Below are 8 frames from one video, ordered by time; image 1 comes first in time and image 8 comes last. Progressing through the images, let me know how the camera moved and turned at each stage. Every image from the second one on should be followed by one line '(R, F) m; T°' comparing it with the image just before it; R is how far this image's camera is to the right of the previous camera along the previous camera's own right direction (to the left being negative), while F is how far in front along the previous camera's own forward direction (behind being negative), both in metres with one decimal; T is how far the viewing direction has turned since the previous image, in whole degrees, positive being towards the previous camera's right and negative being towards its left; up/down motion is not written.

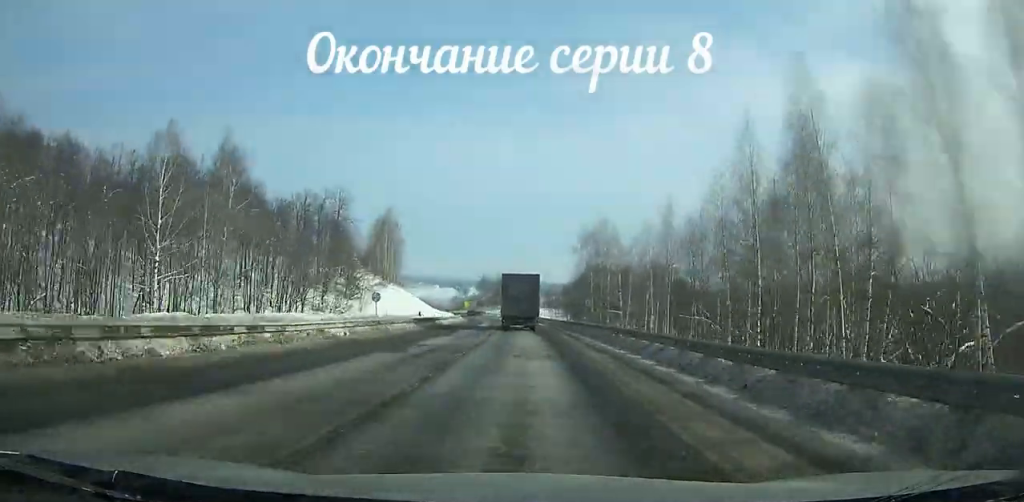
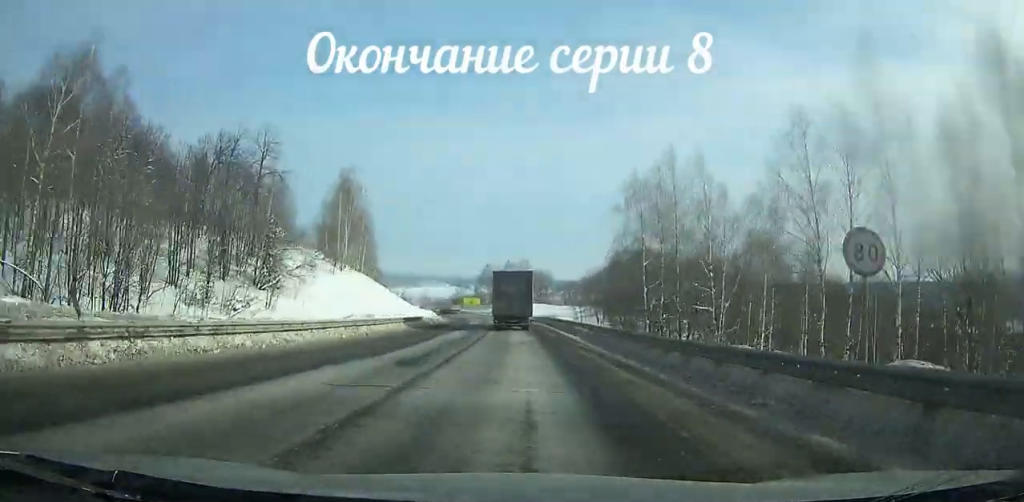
(+0.2, +33.3) m; -1°
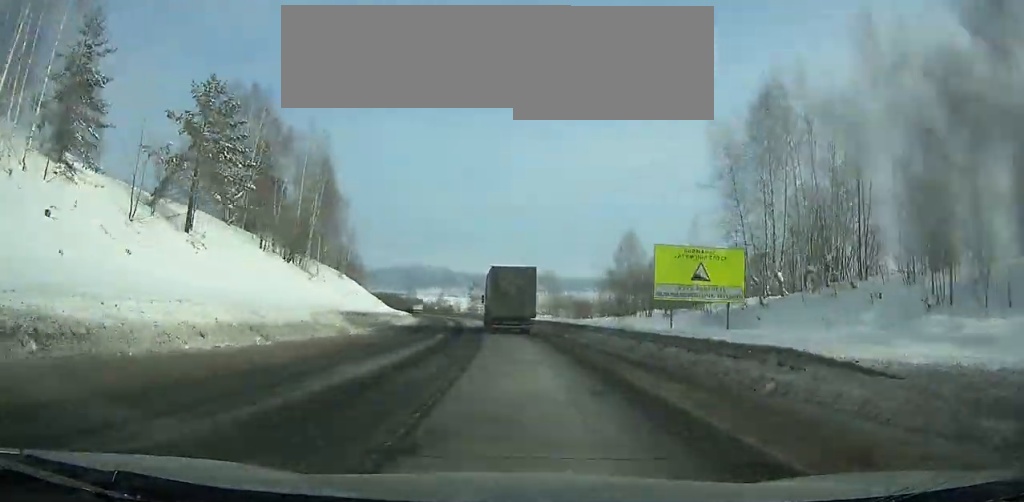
(-12.8, +133.1) m; -13°
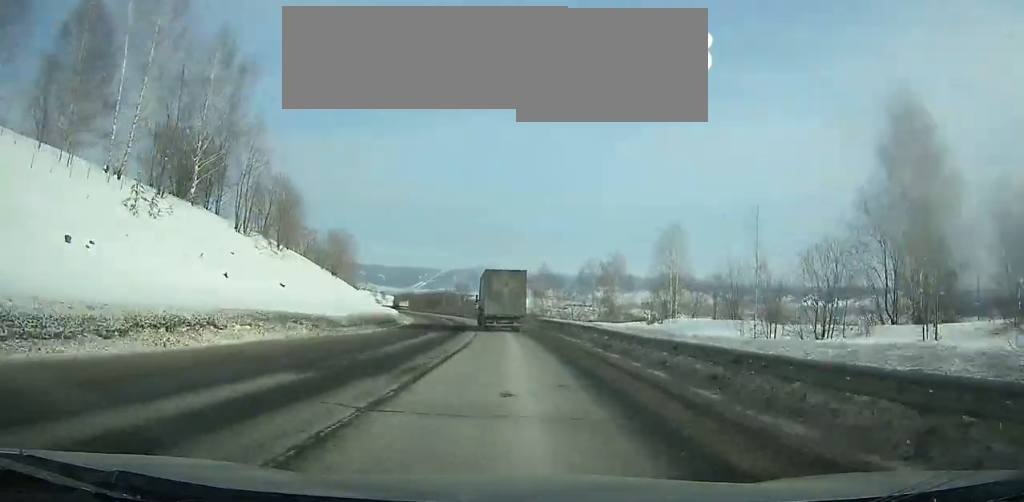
(-4.0, +66.2) m; -8°
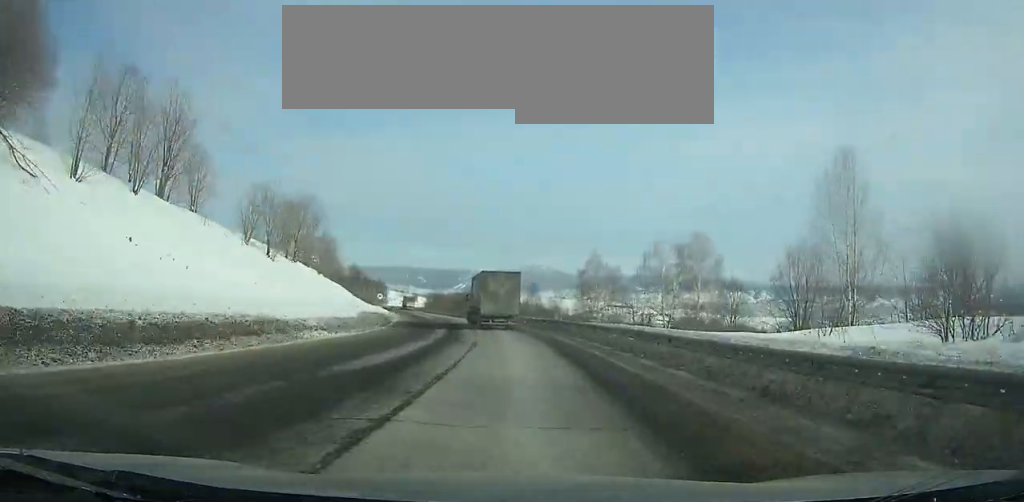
(+0.2, +34.4) m; -4°
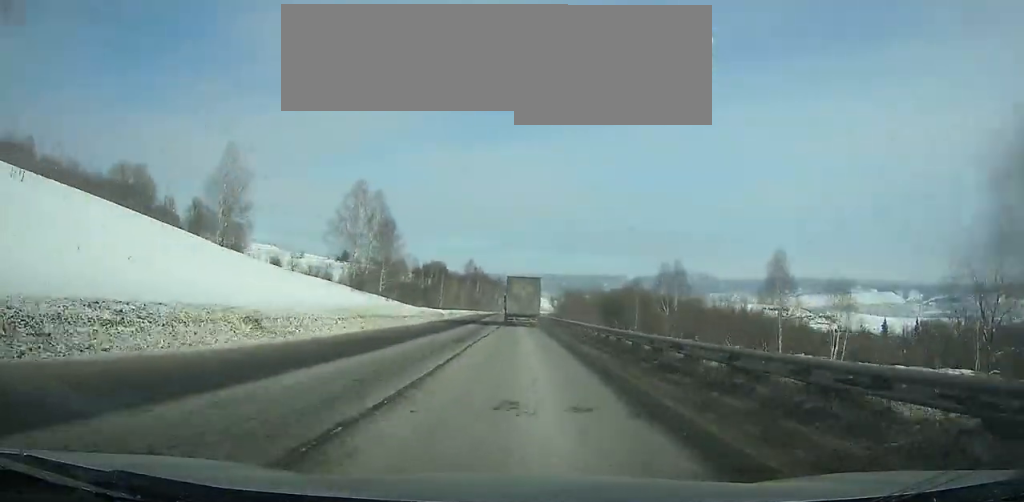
(-11.2, +87.6) m; -12°
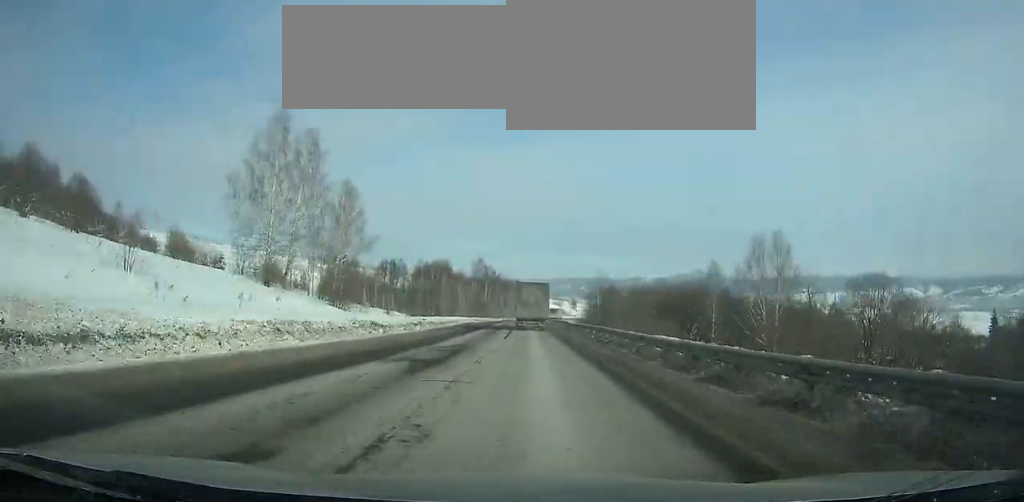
(-2.2, +39.2) m; -3°
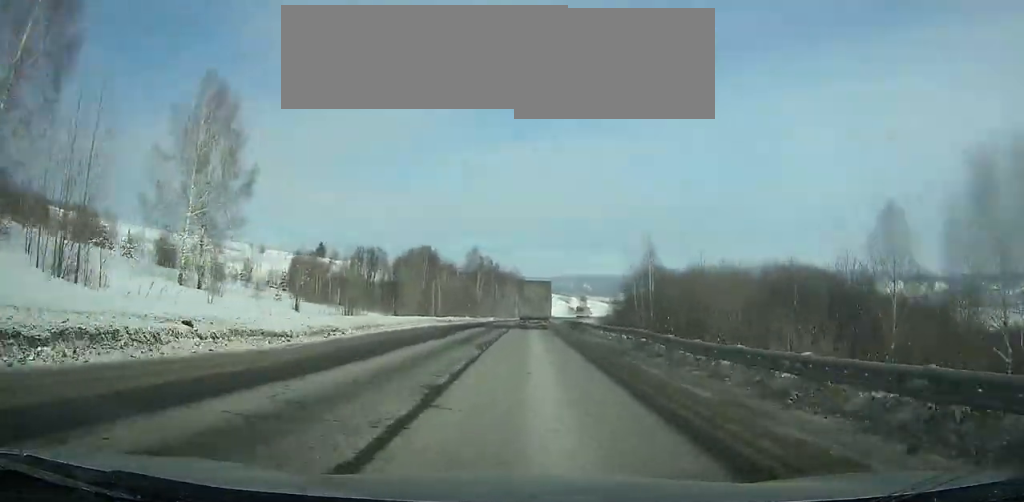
(-0.8, +38.8) m; 0°
